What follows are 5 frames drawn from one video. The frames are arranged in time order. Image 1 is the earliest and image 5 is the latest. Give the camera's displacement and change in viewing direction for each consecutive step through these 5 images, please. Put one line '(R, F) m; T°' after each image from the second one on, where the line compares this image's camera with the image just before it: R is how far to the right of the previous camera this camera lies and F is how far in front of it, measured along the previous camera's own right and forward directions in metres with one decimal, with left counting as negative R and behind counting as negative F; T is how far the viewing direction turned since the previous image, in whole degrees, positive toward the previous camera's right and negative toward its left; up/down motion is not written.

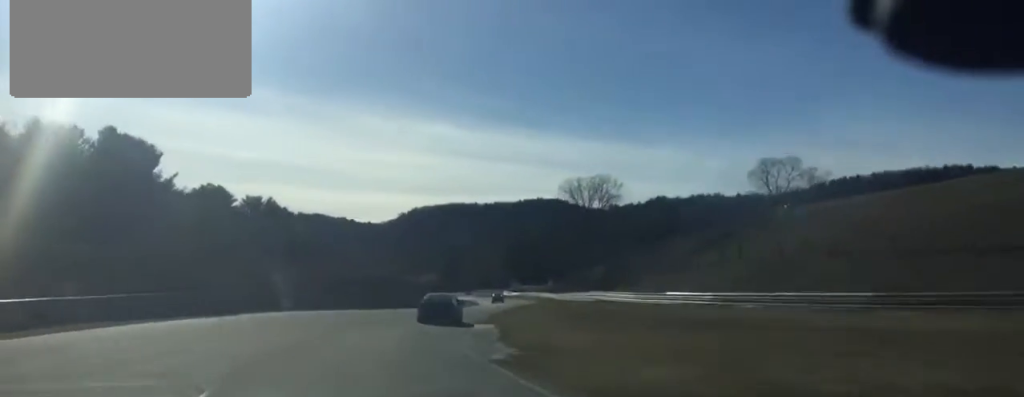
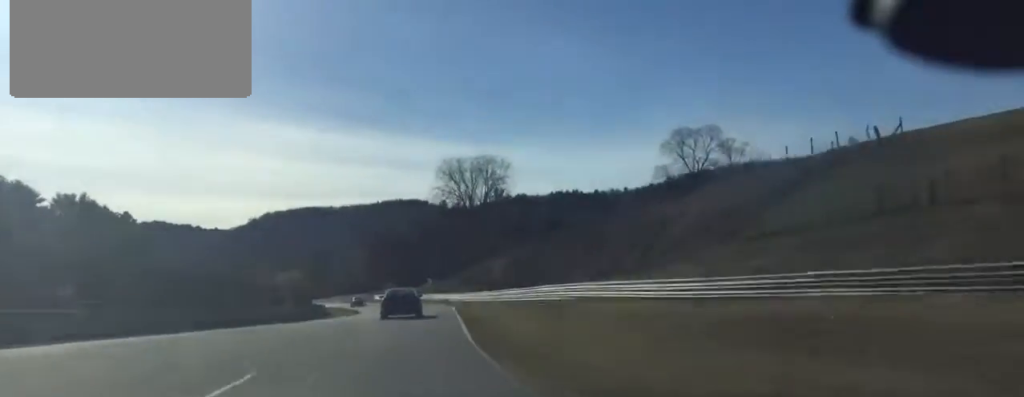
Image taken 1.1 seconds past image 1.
(+2.3, +35.7) m; +6°
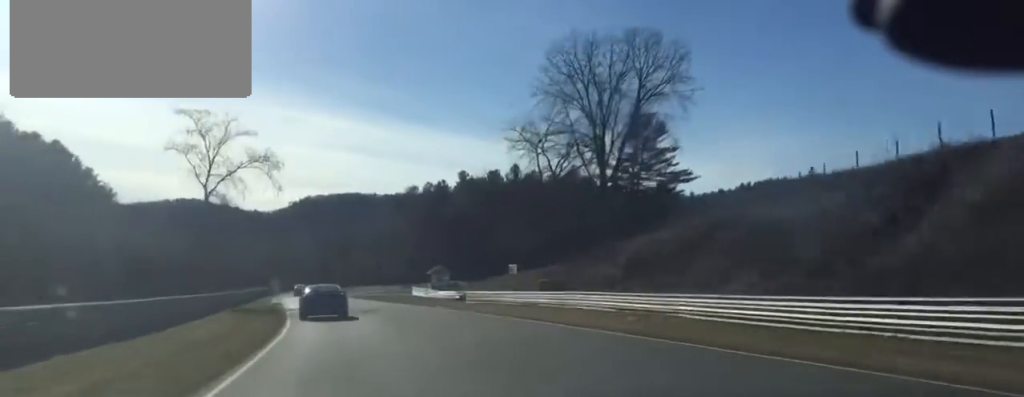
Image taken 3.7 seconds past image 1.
(+3.2, +95.2) m; -3°
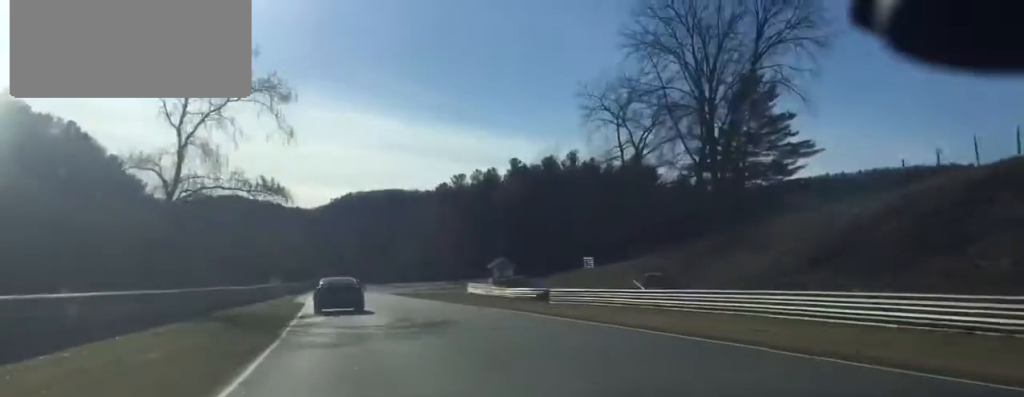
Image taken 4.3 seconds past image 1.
(-0.9, +19.6) m; -2°
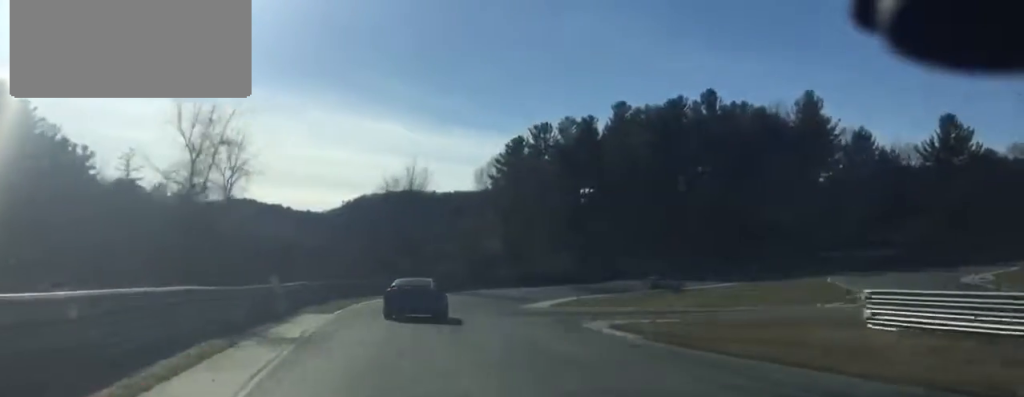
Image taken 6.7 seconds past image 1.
(-1.7, +66.3) m; -1°
